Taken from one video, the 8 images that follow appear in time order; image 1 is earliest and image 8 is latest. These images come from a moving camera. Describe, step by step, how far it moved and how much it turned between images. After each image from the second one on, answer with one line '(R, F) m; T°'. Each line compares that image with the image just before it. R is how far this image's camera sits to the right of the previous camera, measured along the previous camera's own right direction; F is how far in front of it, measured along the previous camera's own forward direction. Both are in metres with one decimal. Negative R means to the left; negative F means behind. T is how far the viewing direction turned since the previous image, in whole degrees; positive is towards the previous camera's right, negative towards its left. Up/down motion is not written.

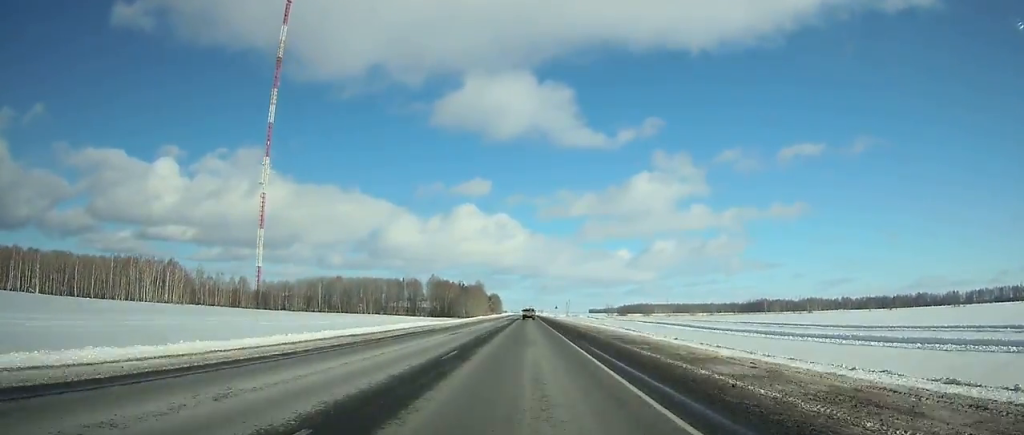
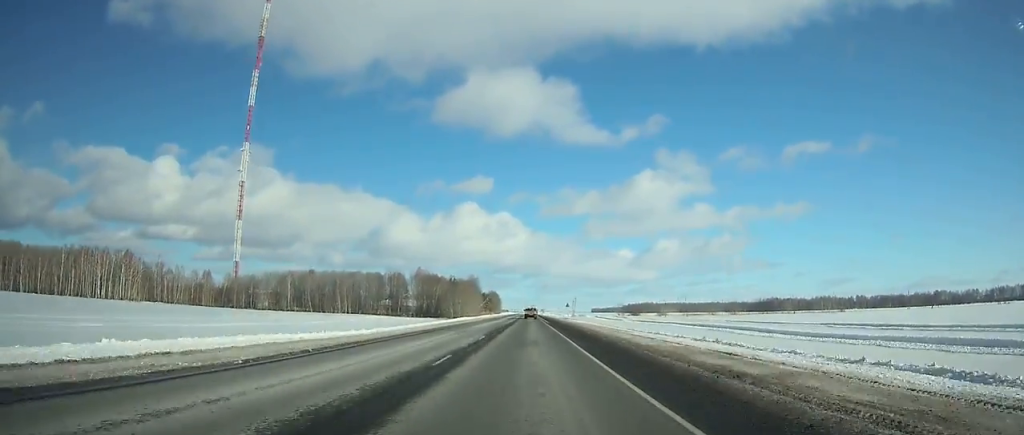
(0.0, +36.6) m; 0°
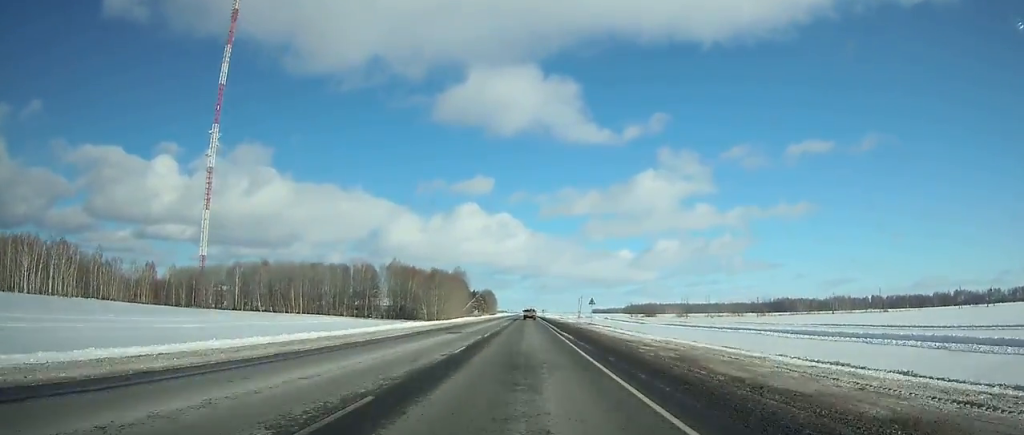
(0.0, +43.5) m; 0°
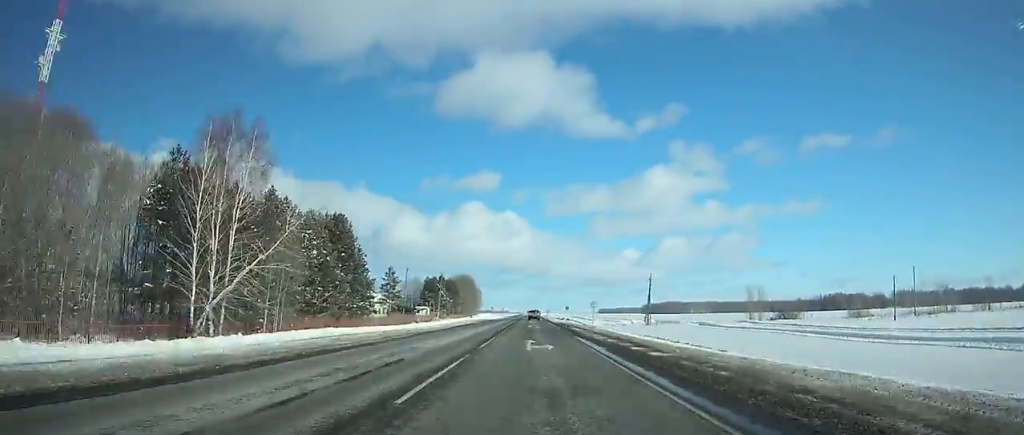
(-0.5, +147.9) m; 0°
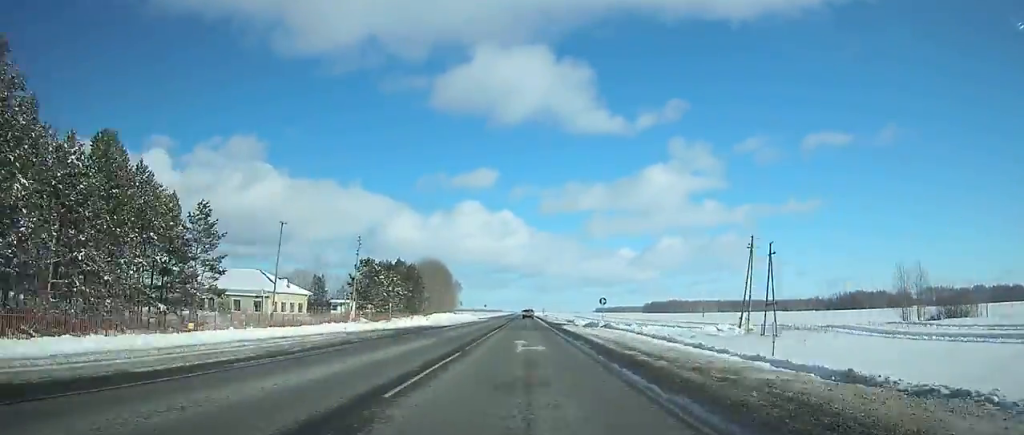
(+0.1, +60.6) m; 0°
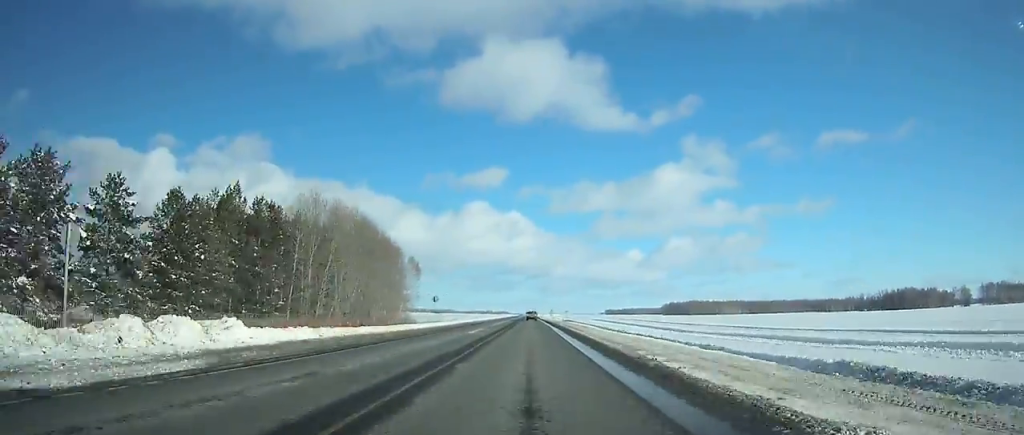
(-0.1, +89.4) m; 0°
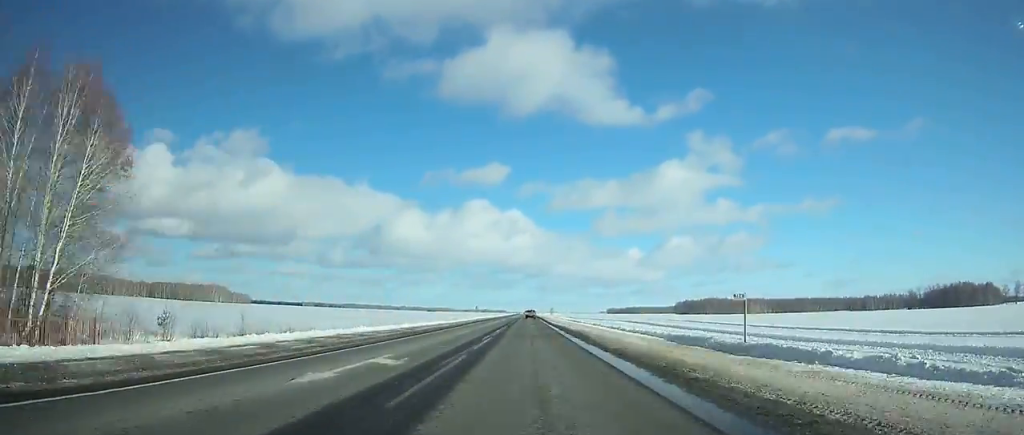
(-0.2, +92.2) m; 0°
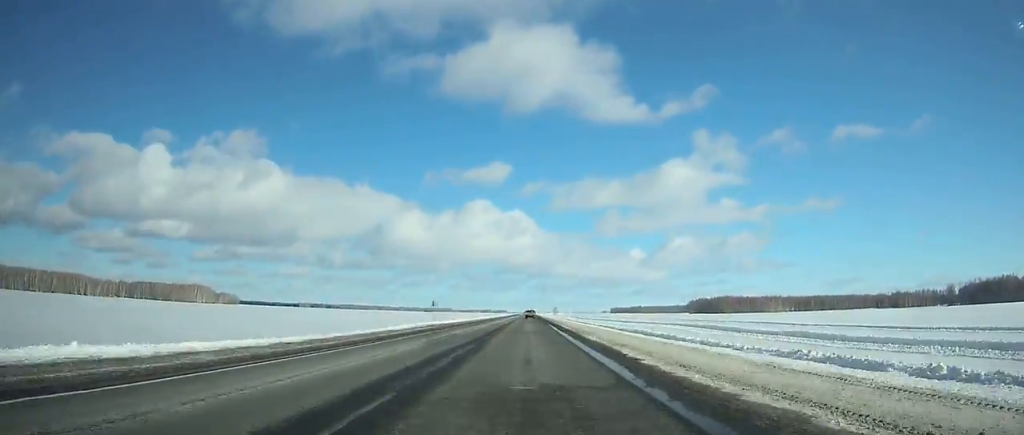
(0.0, +57.7) m; 0°
